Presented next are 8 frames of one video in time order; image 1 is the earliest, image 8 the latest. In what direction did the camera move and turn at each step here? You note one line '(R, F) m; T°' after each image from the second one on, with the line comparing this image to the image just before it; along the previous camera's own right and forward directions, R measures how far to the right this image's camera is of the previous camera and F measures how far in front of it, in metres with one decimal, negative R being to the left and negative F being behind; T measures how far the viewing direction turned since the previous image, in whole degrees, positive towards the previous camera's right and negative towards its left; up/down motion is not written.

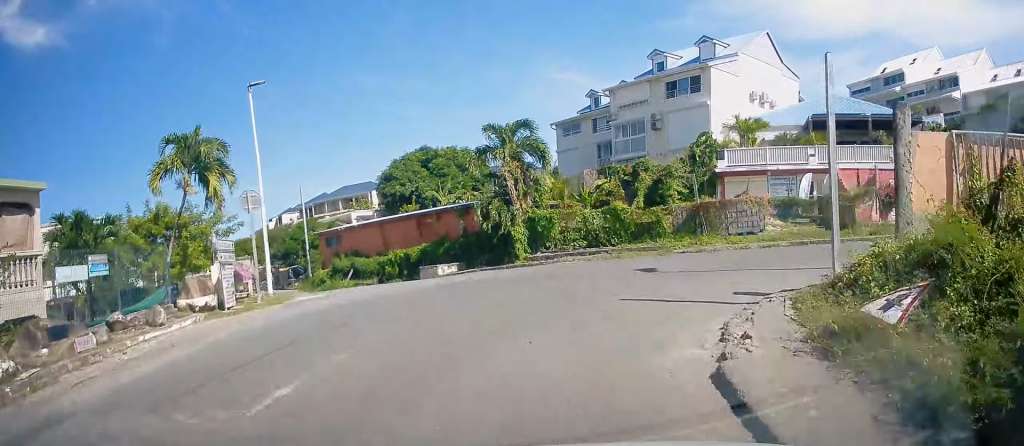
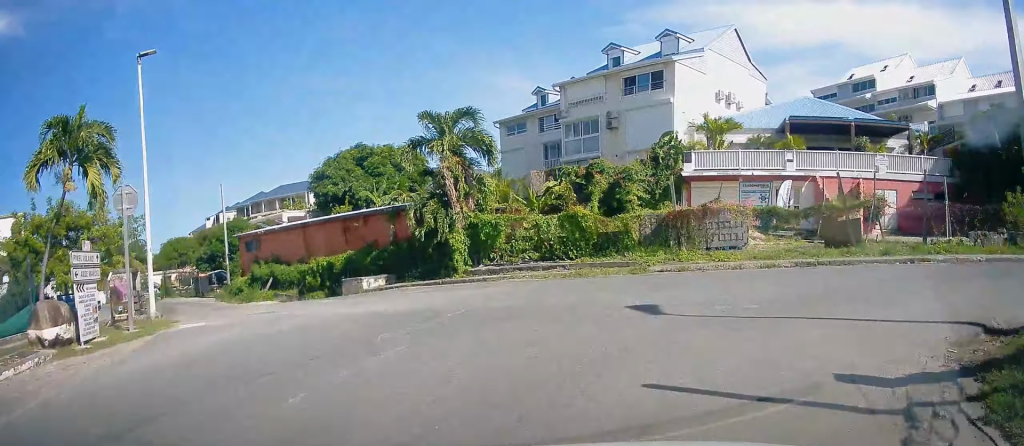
(-0.1, +4.0) m; +7°
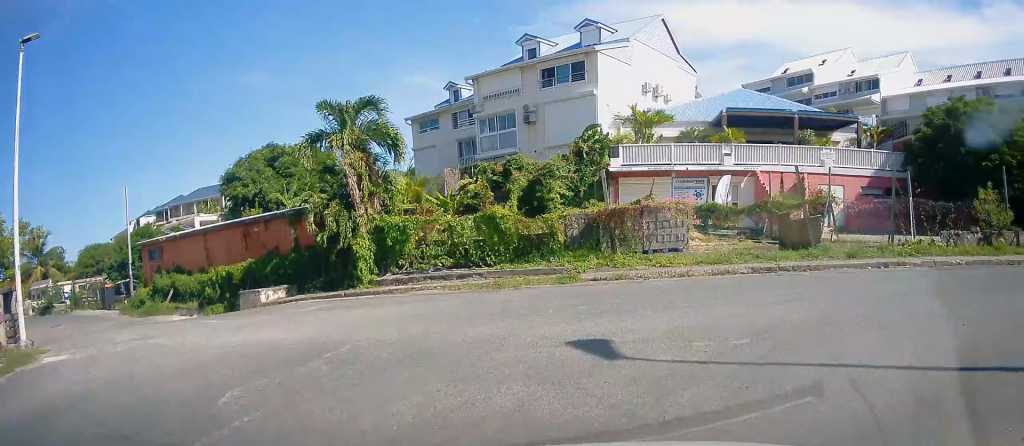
(+0.4, +2.3) m; +11°
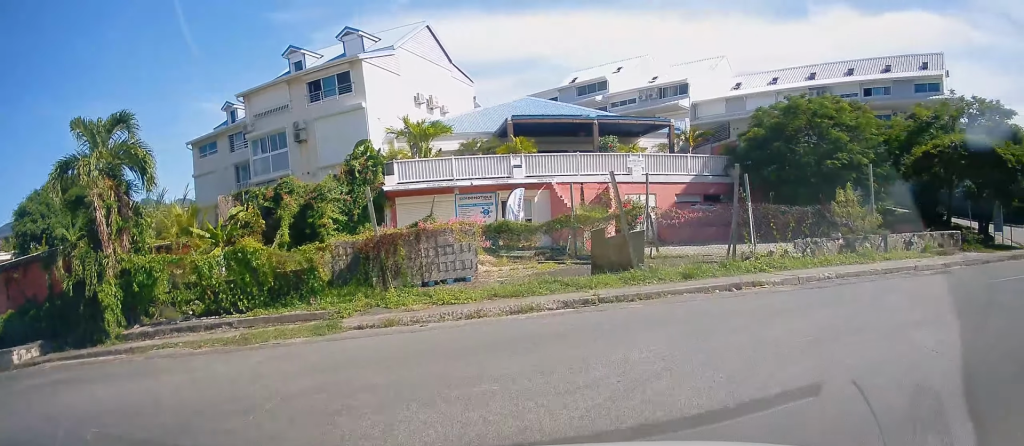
(+0.5, +3.0) m; +25°
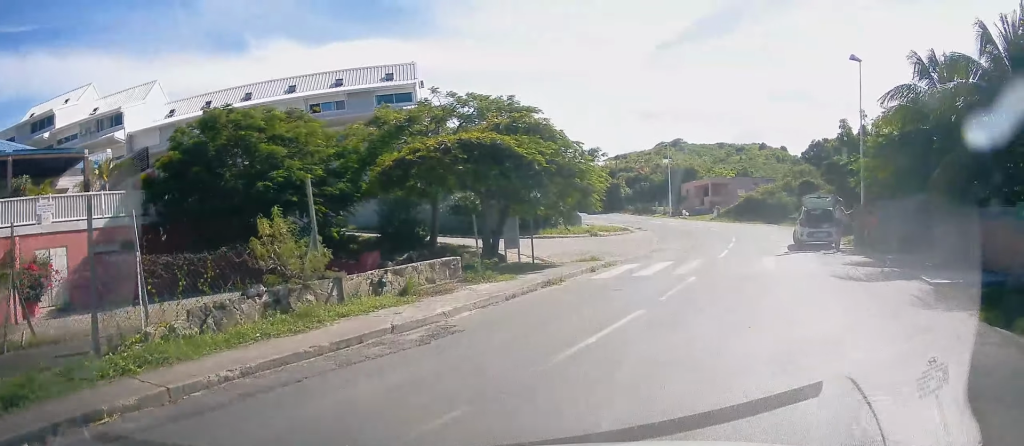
(+3.2, +3.4) m; +64°
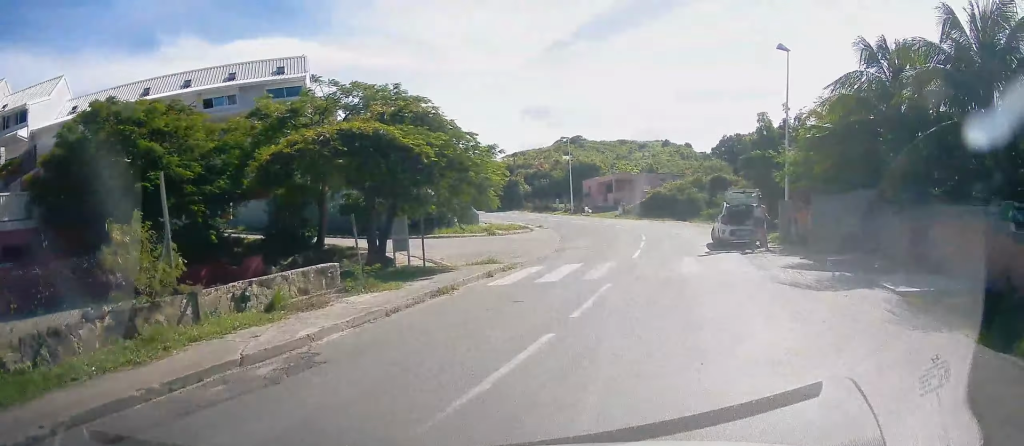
(+0.1, +1.5) m; +2°
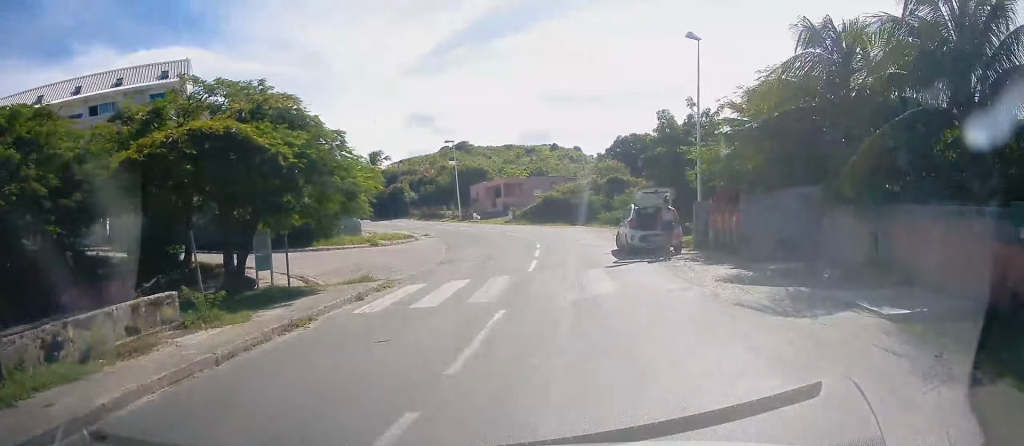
(0.0, +1.9) m; 0°
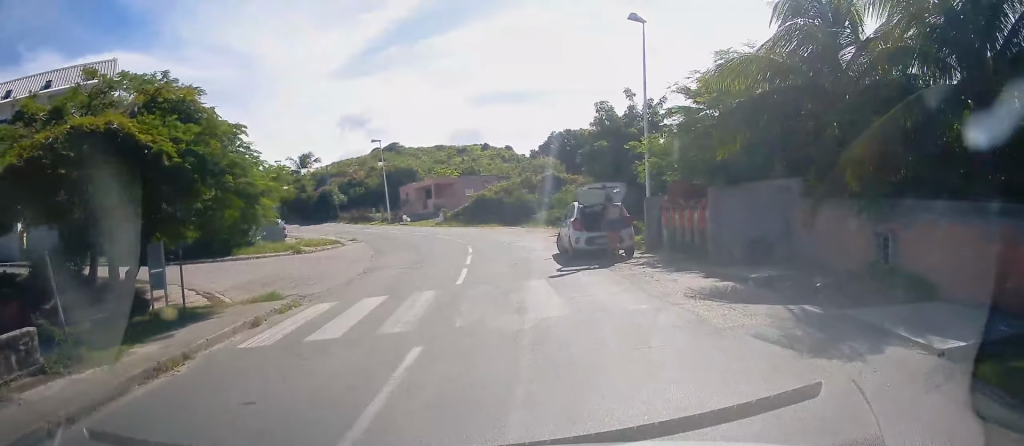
(0.0, +2.0) m; 0°
